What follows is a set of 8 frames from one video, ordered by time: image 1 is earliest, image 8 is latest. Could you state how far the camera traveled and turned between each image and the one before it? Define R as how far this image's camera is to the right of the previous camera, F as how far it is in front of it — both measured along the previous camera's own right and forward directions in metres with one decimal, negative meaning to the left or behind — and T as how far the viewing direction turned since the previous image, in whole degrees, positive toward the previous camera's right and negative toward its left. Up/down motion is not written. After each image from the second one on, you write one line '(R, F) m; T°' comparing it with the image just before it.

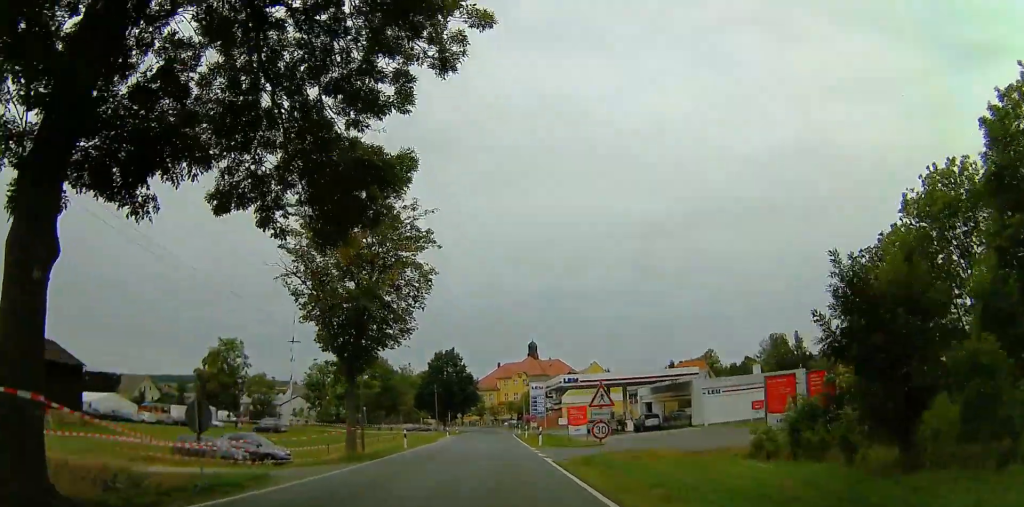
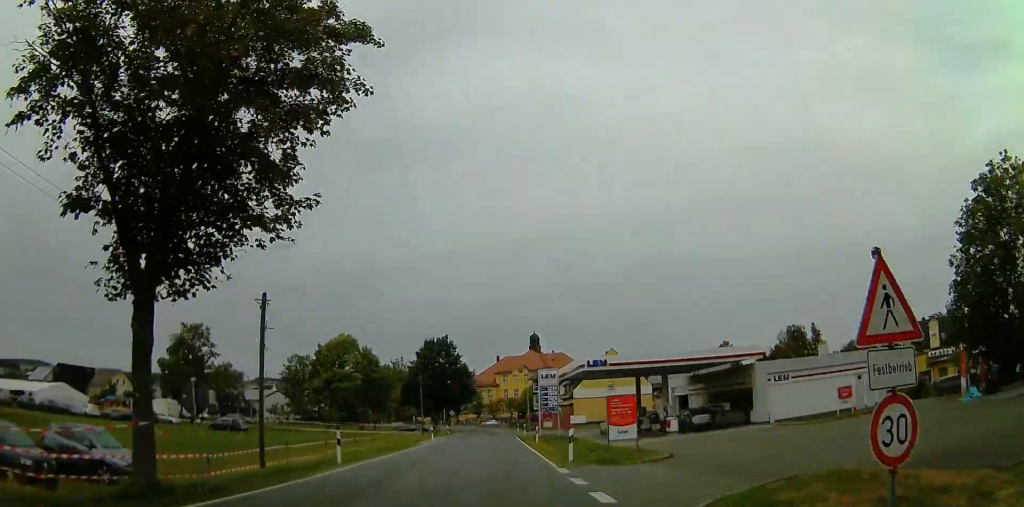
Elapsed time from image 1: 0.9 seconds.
(-0.8, +15.0) m; -5°
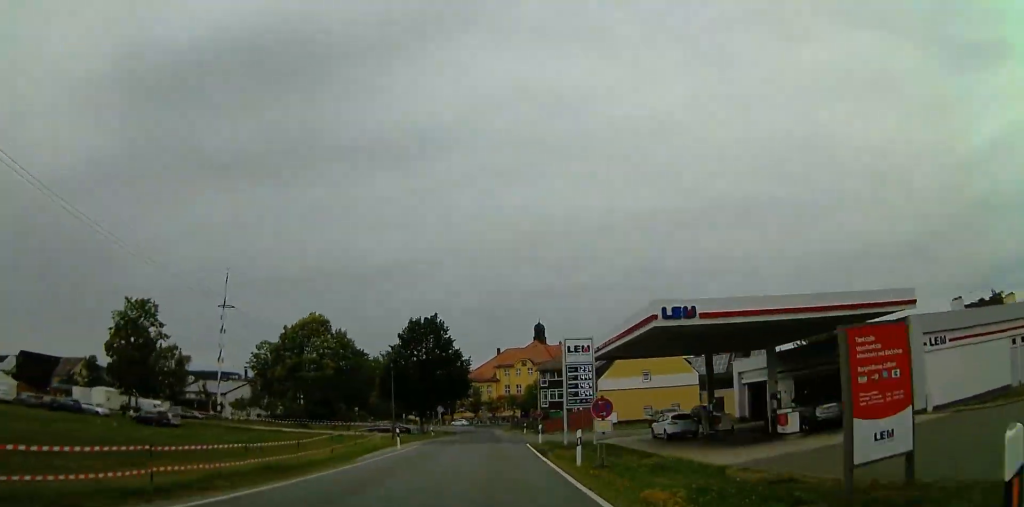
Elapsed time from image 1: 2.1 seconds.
(-0.6, +18.0) m; -1°
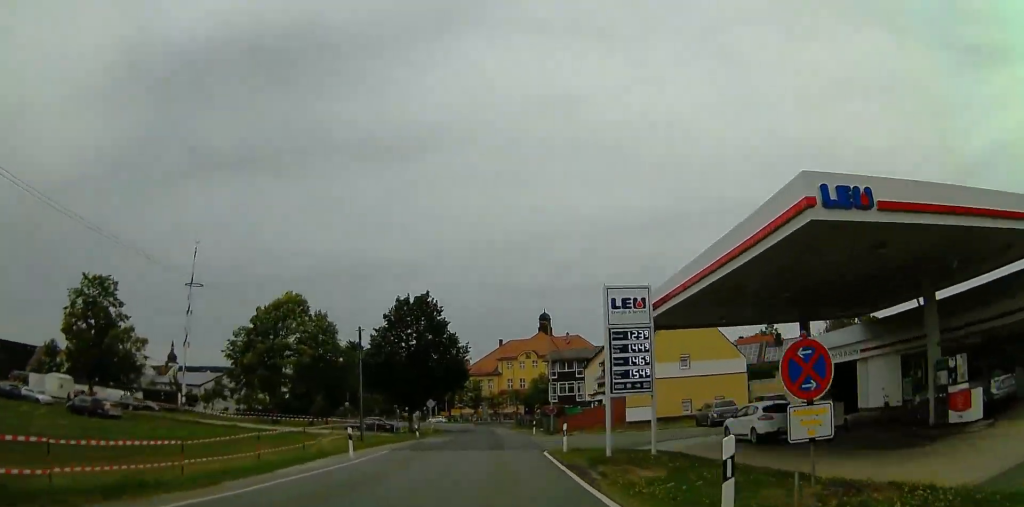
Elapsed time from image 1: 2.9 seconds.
(+0.2, +11.7) m; +4°
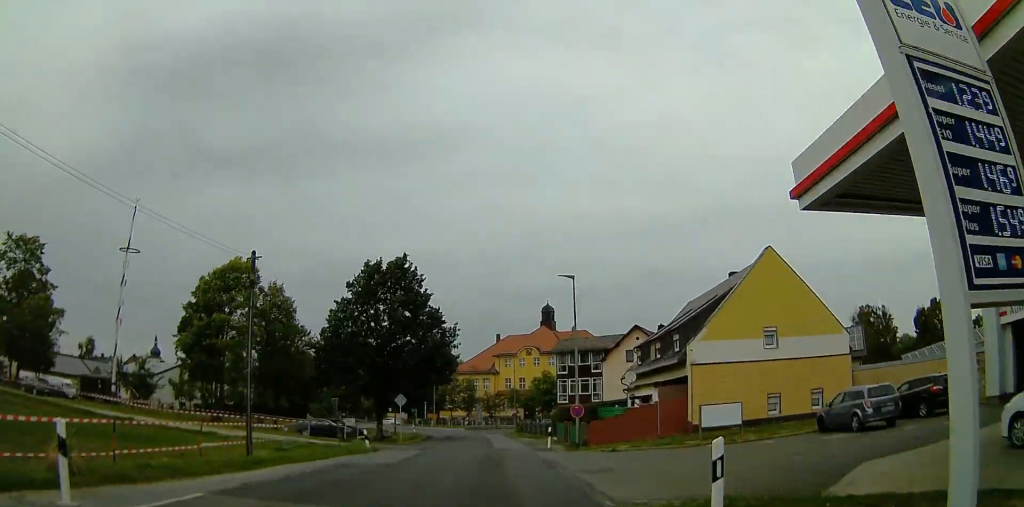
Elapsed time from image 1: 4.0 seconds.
(+0.9, +16.3) m; 0°
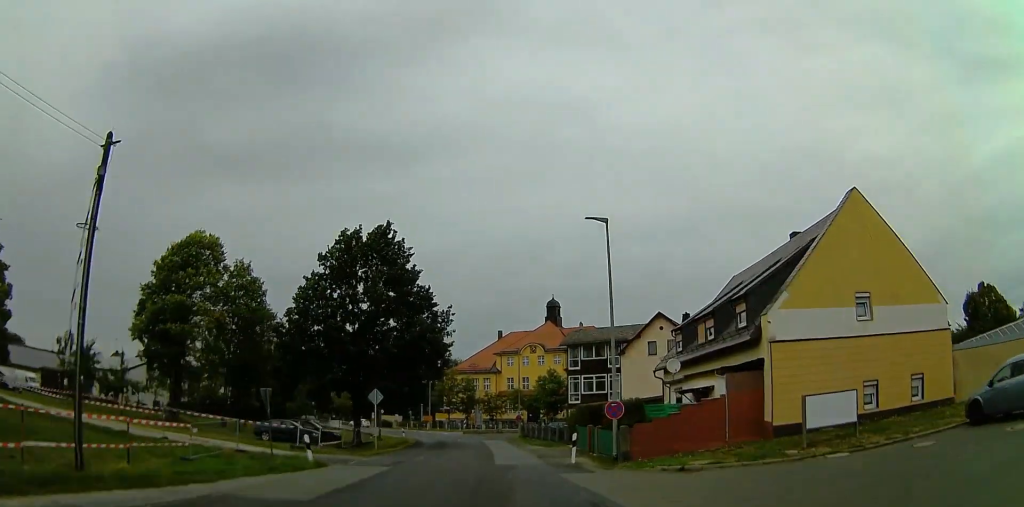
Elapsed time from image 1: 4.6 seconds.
(-0.6, +8.8) m; -3°
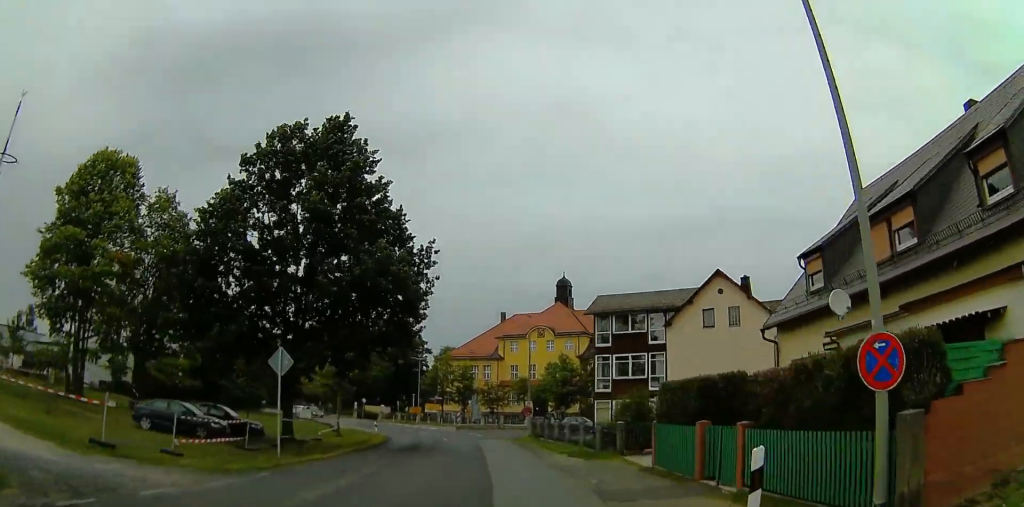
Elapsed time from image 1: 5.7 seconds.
(-0.6, +14.5) m; 0°
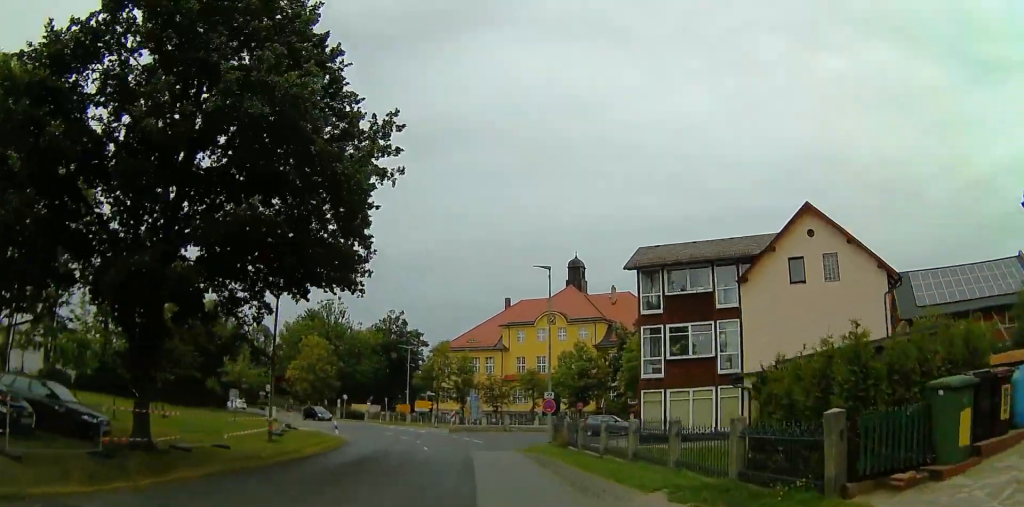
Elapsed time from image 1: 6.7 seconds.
(+0.6, +13.0) m; +4°
